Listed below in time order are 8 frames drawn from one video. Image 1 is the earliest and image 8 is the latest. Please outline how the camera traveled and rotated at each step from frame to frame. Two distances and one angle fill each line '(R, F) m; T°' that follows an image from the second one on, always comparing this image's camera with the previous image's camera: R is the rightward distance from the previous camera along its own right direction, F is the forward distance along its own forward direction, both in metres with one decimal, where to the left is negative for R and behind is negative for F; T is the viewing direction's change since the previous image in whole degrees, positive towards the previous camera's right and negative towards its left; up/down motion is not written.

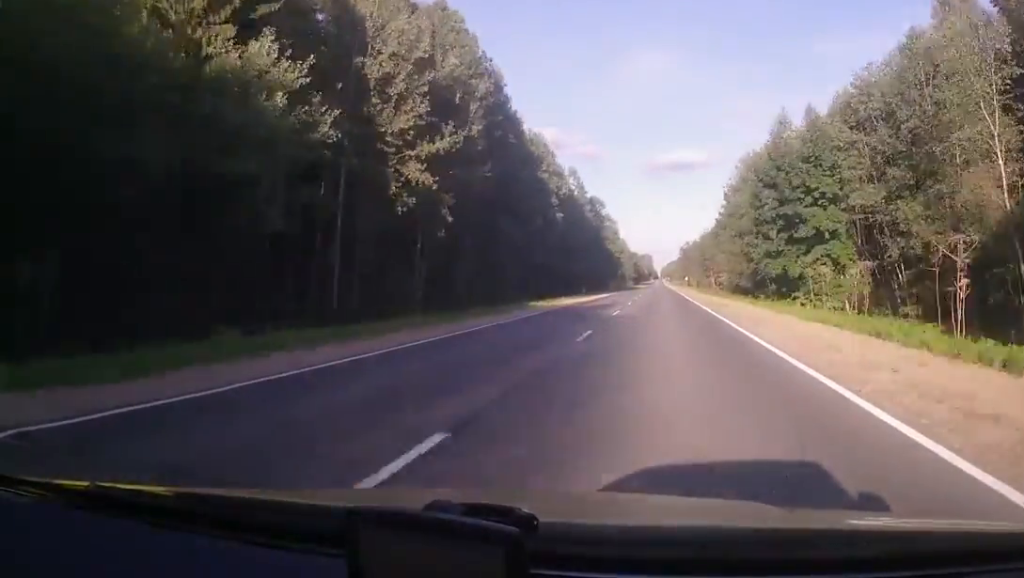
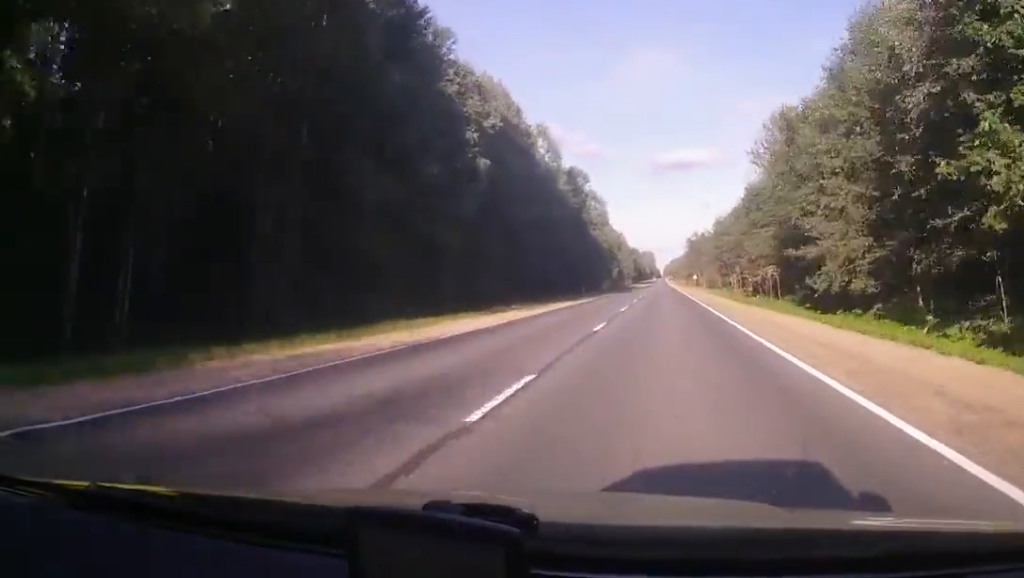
(0.0, +32.8) m; 0°
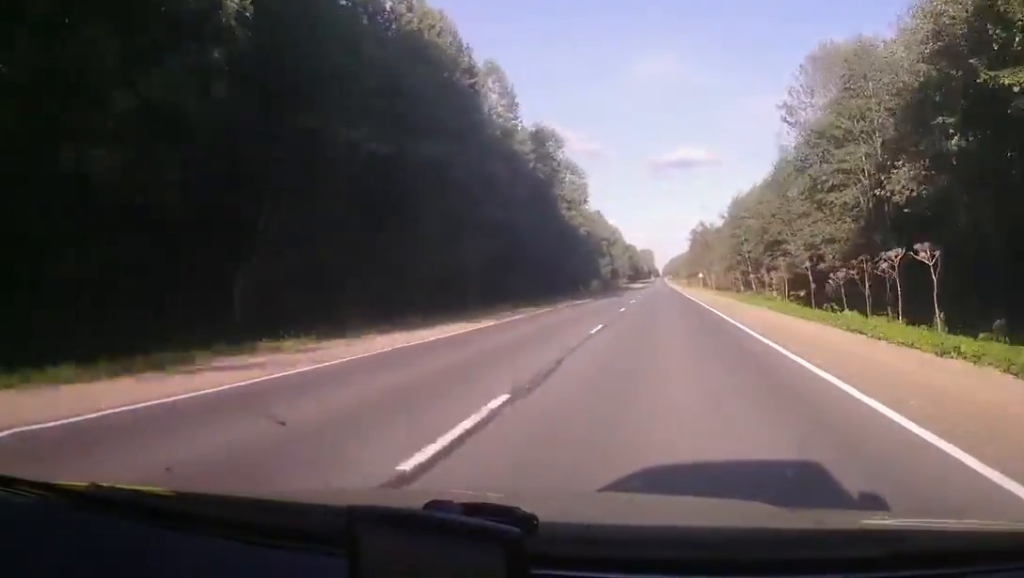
(+0.1, +25.9) m; 0°
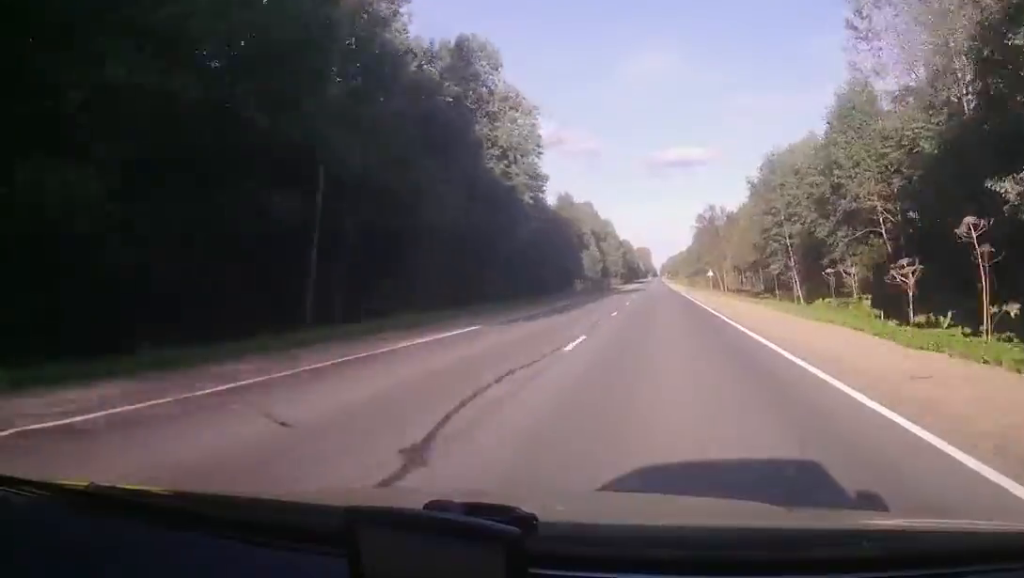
(0.0, +27.6) m; 0°
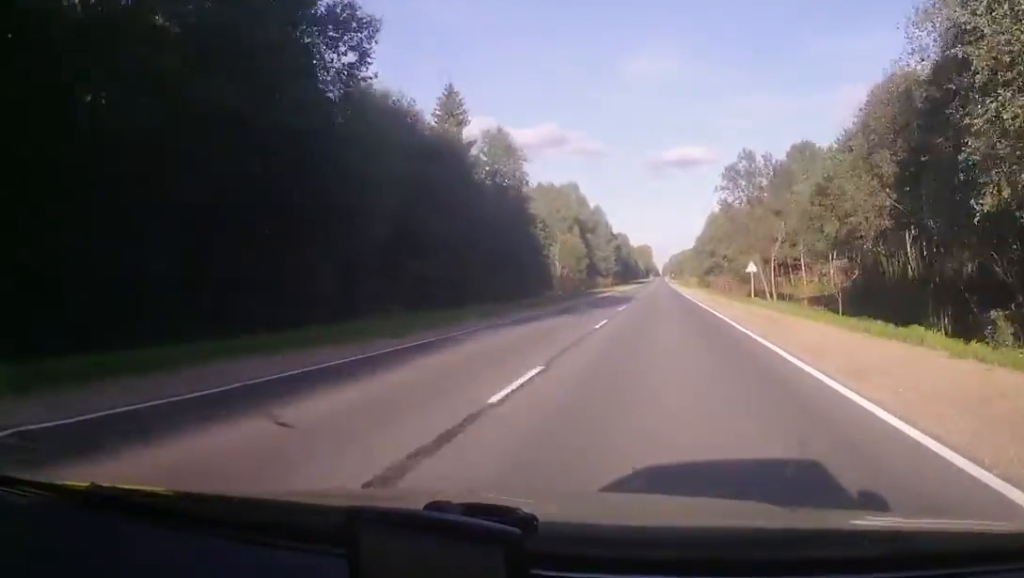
(0.0, +41.3) m; 0°
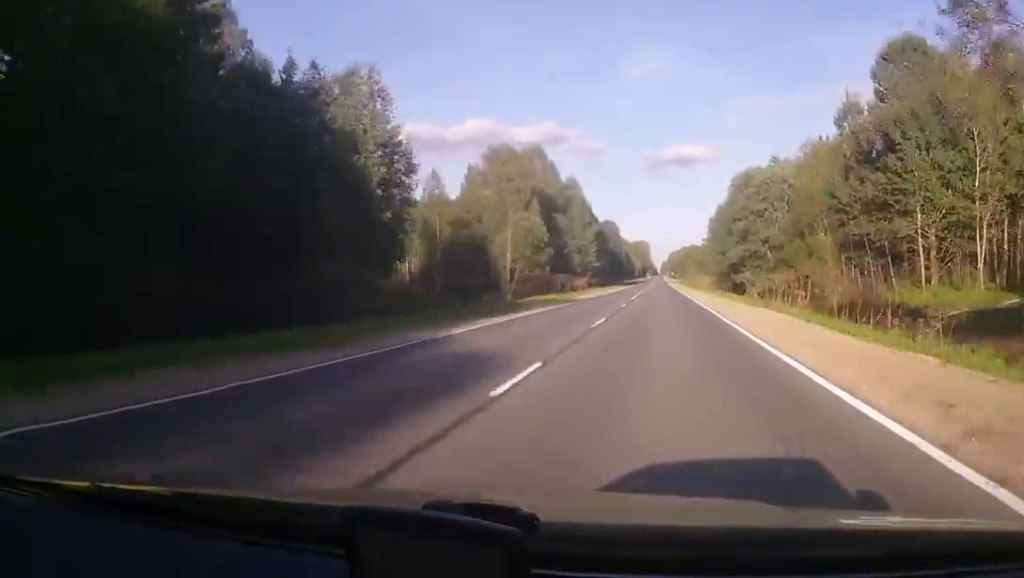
(0.0, +47.2) m; 0°
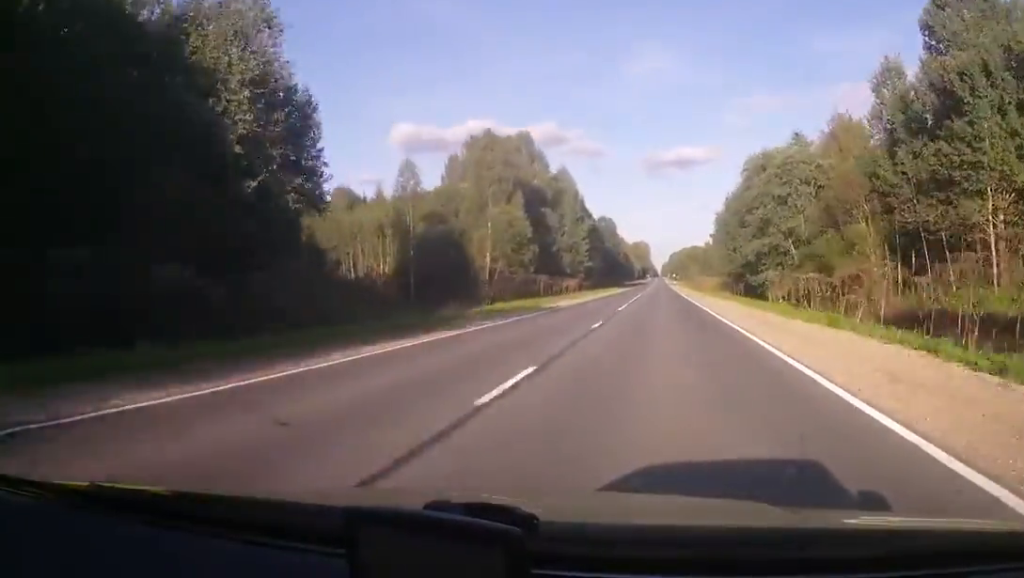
(-0.1, +12.7) m; 0°
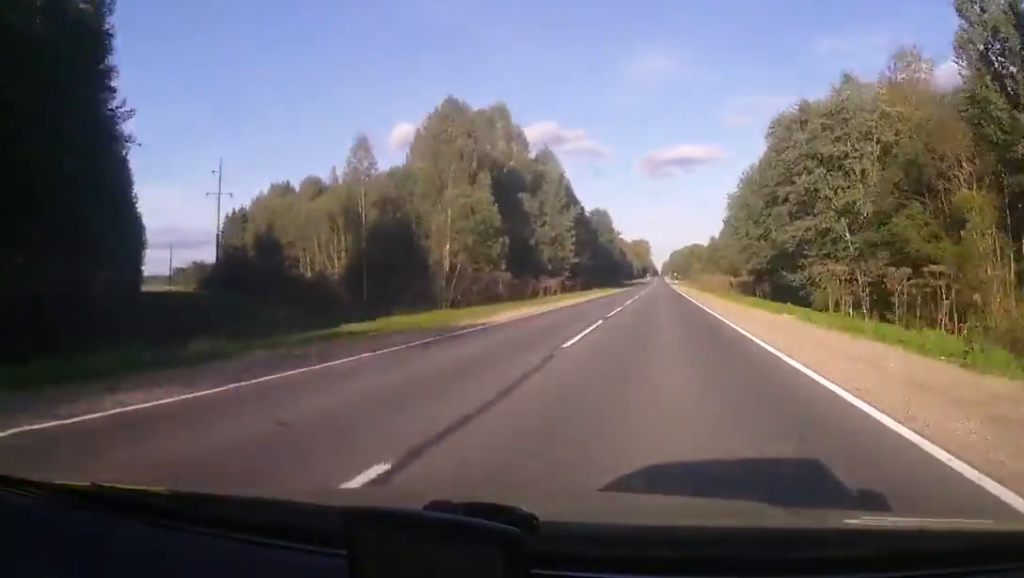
(0.0, +17.5) m; 0°
